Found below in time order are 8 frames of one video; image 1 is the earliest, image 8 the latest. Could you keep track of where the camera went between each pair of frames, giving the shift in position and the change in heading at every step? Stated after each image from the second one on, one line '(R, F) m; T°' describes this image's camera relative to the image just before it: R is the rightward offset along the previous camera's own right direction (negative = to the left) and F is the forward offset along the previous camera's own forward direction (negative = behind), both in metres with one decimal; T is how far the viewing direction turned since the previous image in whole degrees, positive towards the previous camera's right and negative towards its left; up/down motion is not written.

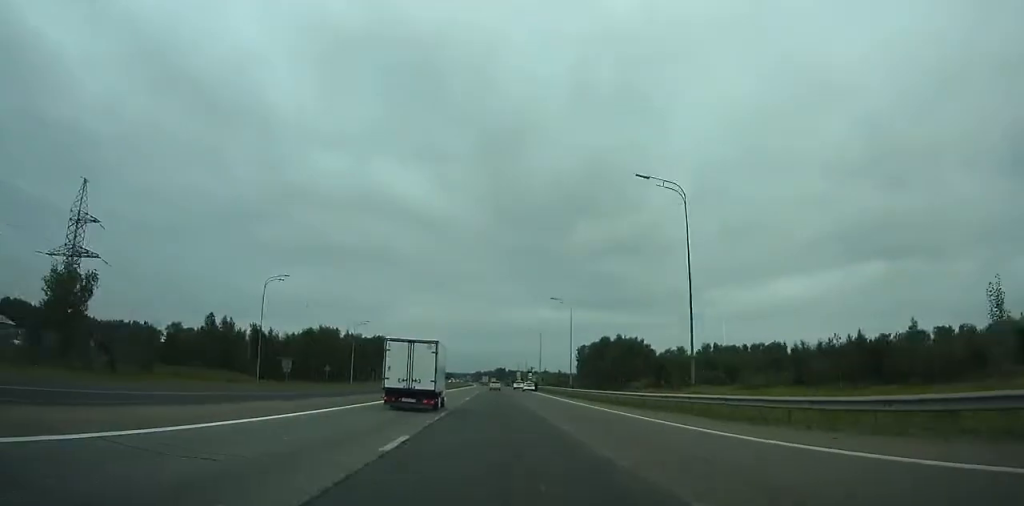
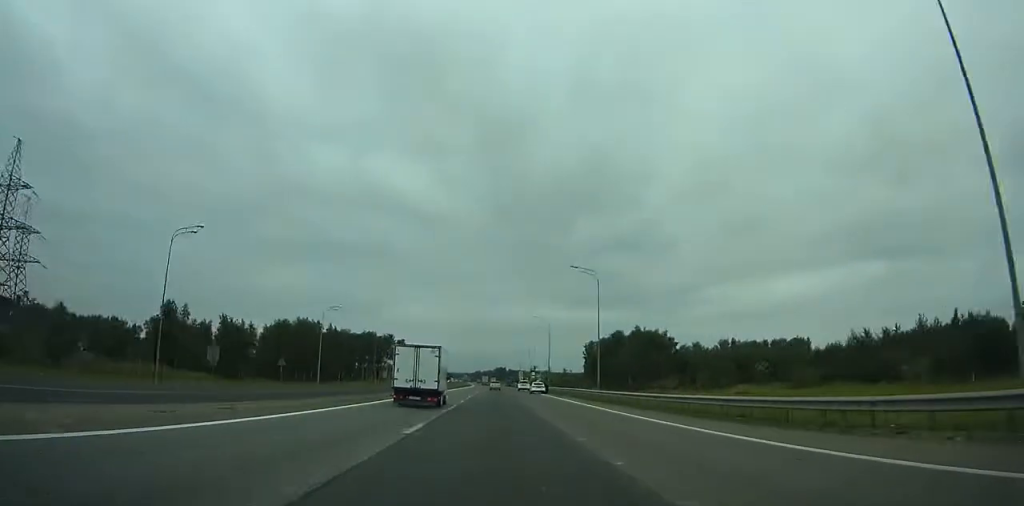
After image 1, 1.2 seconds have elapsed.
(0.0, +20.2) m; 0°
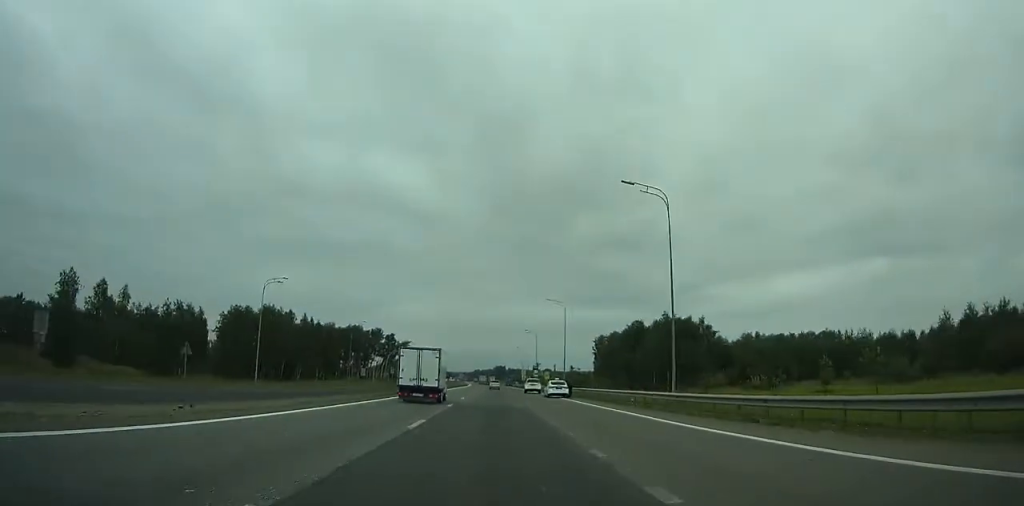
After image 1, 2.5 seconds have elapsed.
(0.0, +22.2) m; 0°
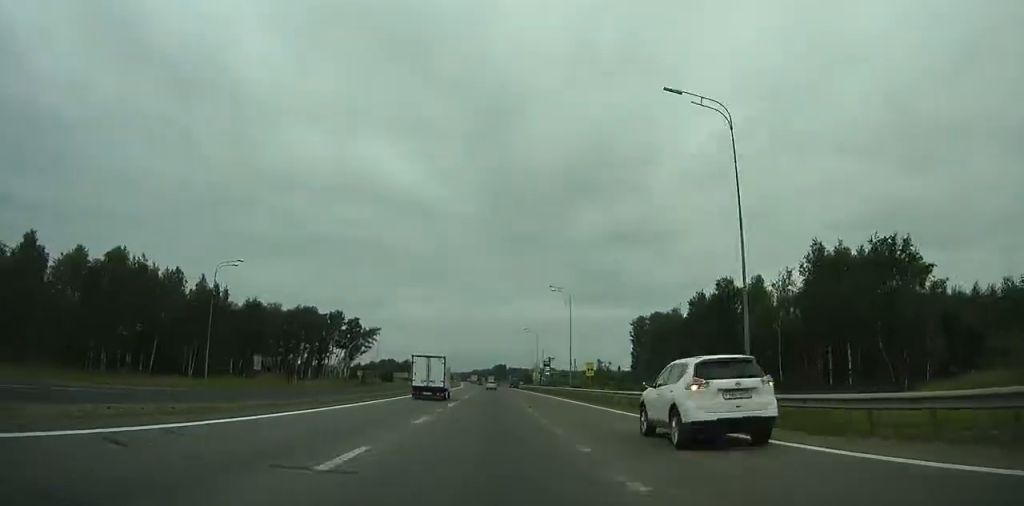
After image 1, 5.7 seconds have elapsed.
(+0.2, +56.1) m; 0°
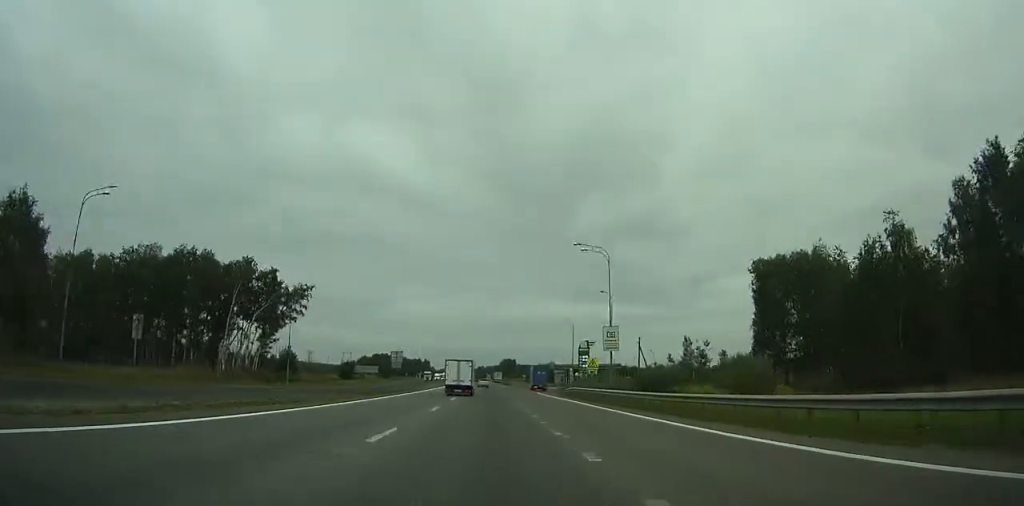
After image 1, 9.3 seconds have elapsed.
(+0.1, +65.5) m; 0°
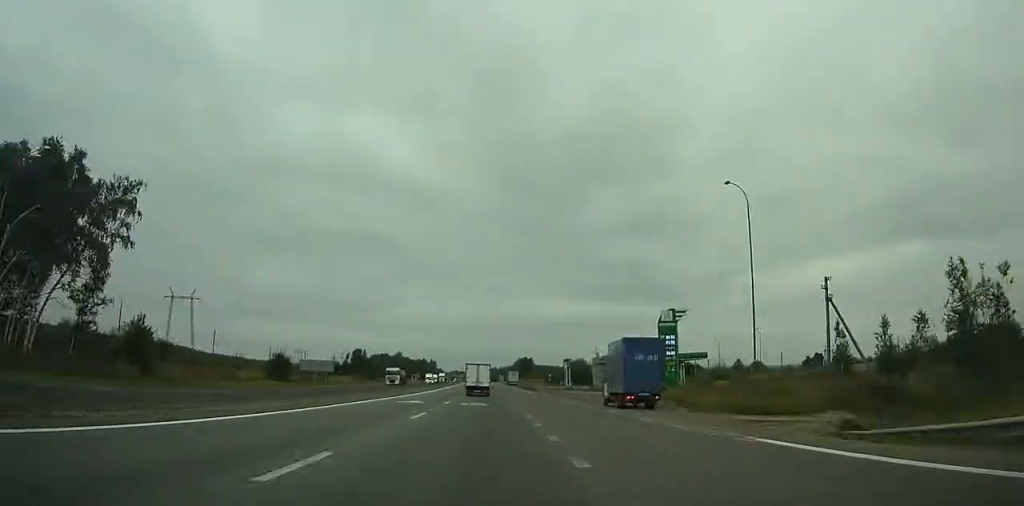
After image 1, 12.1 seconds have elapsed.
(-0.3, +52.7) m; -1°
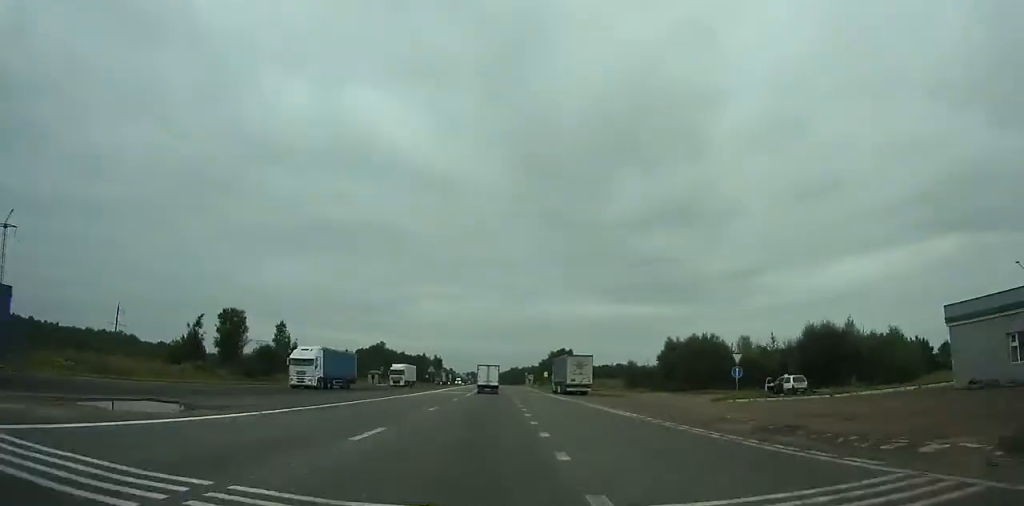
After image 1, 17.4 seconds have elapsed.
(-2.4, +104.0) m; -2°
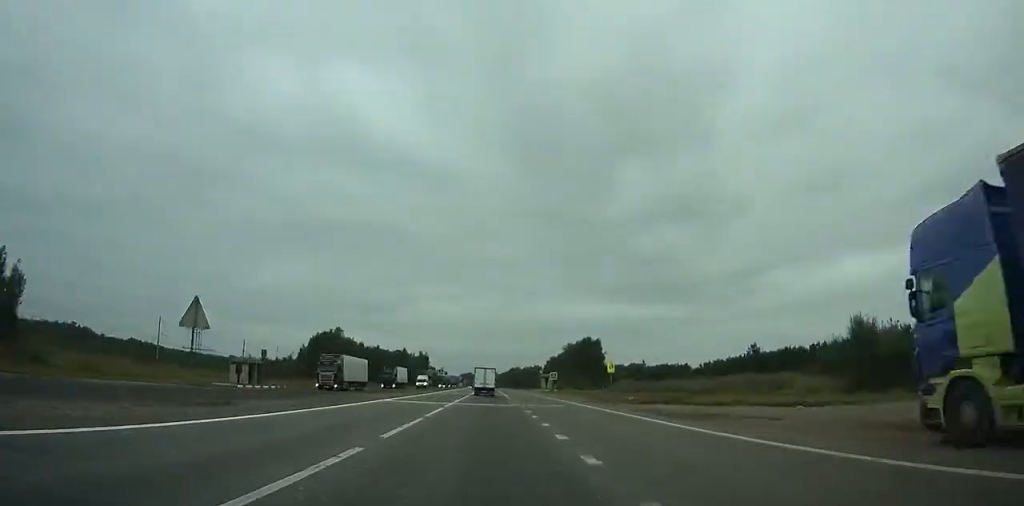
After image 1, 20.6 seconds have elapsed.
(-0.4, +65.6) m; 0°
